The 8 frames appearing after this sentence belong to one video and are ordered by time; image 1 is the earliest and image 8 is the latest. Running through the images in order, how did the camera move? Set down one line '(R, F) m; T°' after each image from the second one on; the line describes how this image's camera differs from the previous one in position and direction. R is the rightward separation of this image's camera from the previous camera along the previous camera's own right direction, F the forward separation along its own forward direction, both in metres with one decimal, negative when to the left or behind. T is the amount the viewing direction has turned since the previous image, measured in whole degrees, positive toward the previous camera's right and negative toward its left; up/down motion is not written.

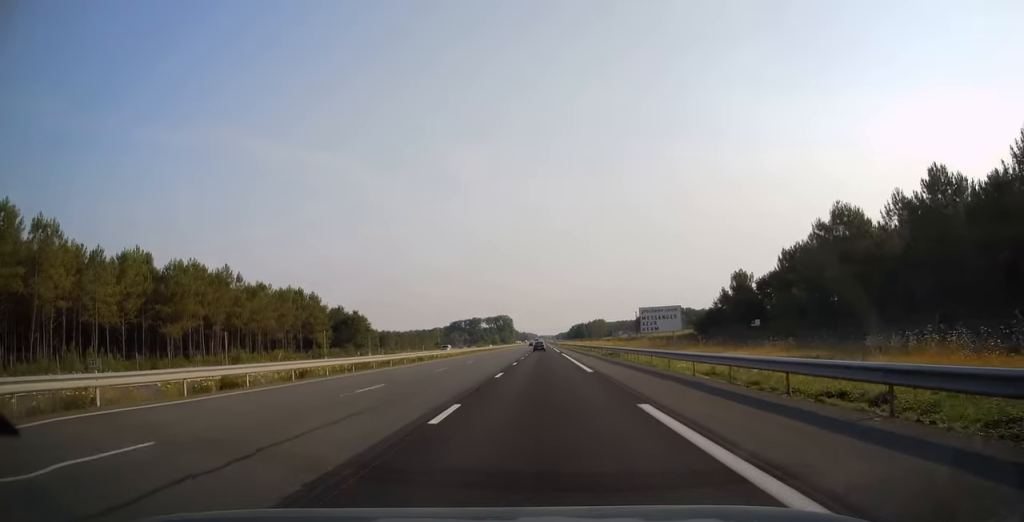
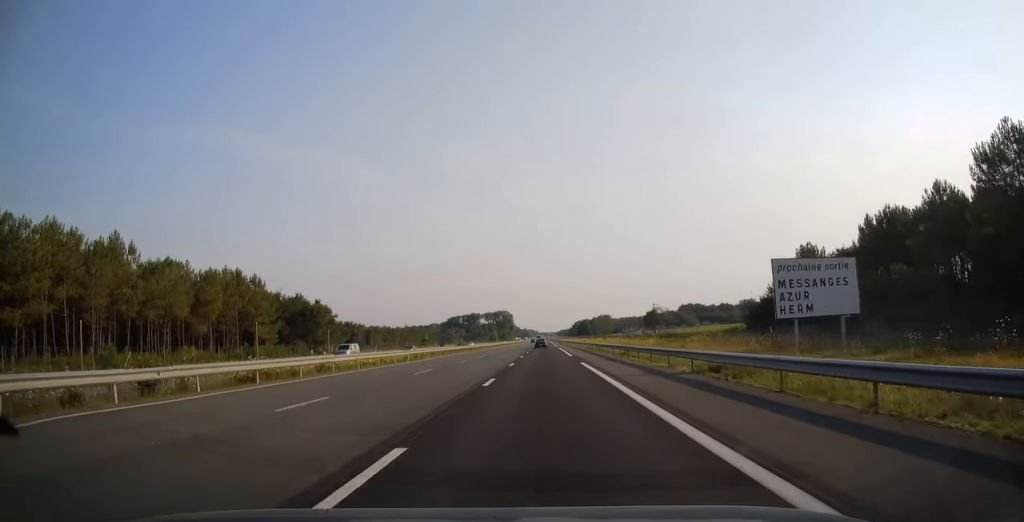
(0.0, +31.5) m; 0°
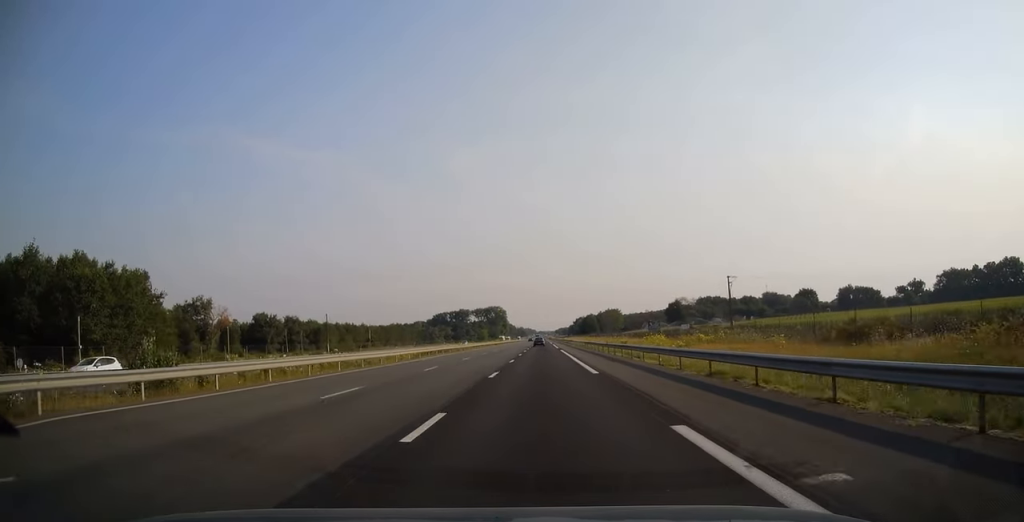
(+0.2, +74.8) m; 0°
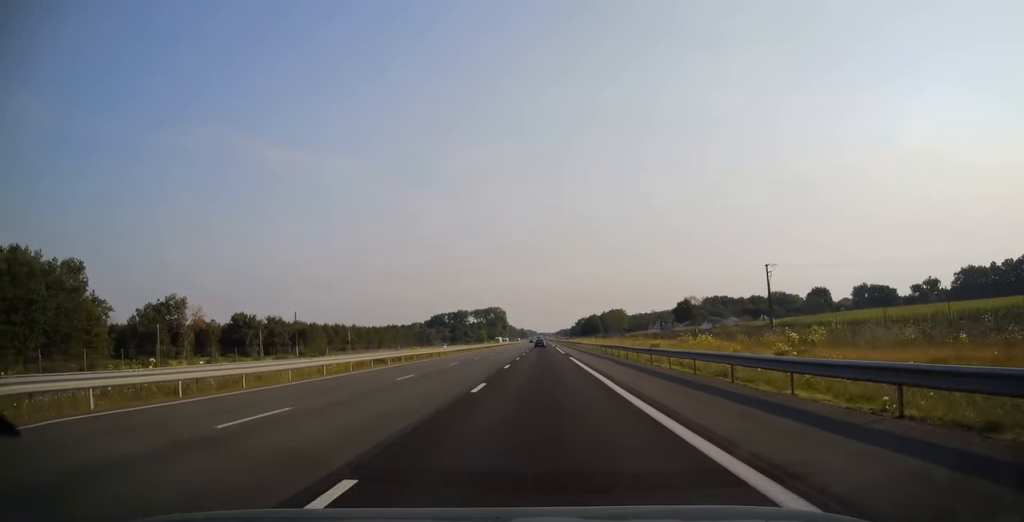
(0.0, +18.2) m; 0°
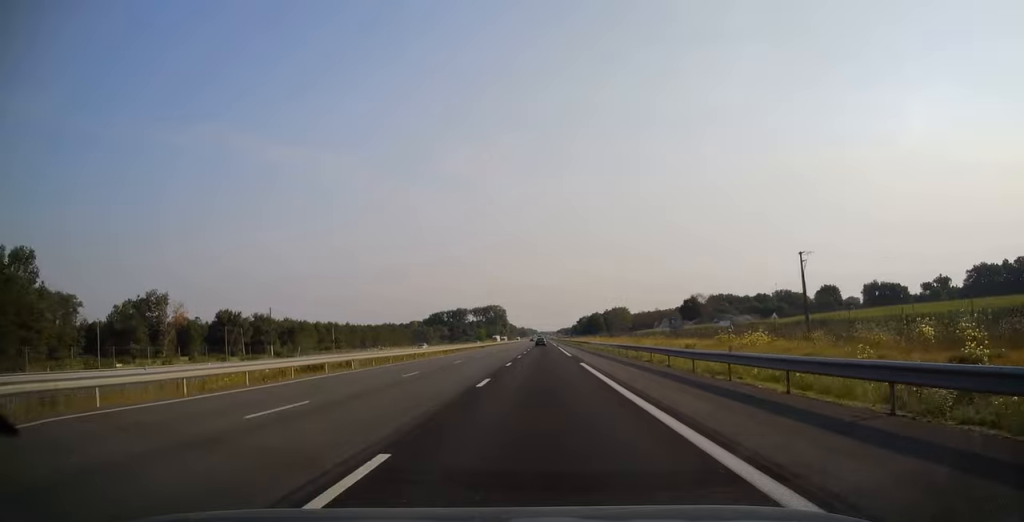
(0.0, +11.7) m; 0°
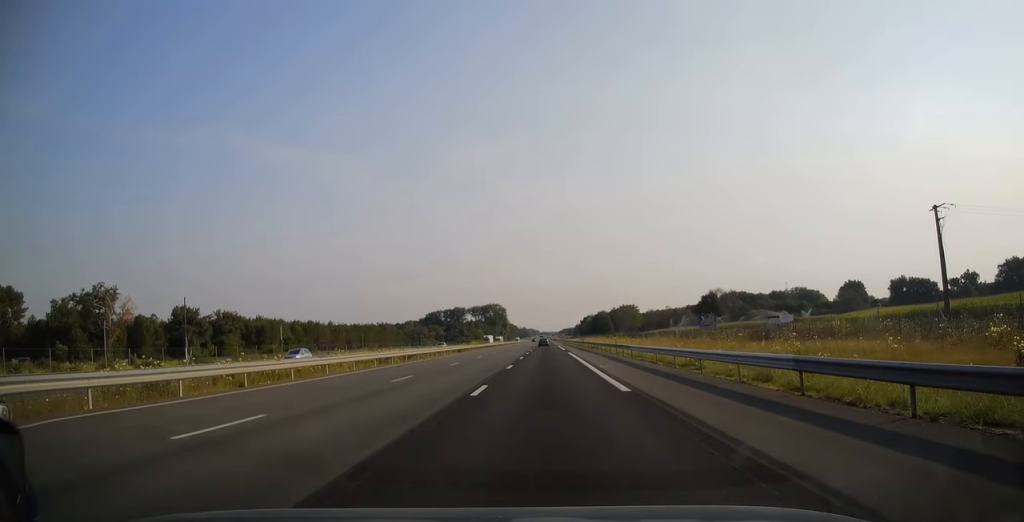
(-0.1, +28.4) m; 0°
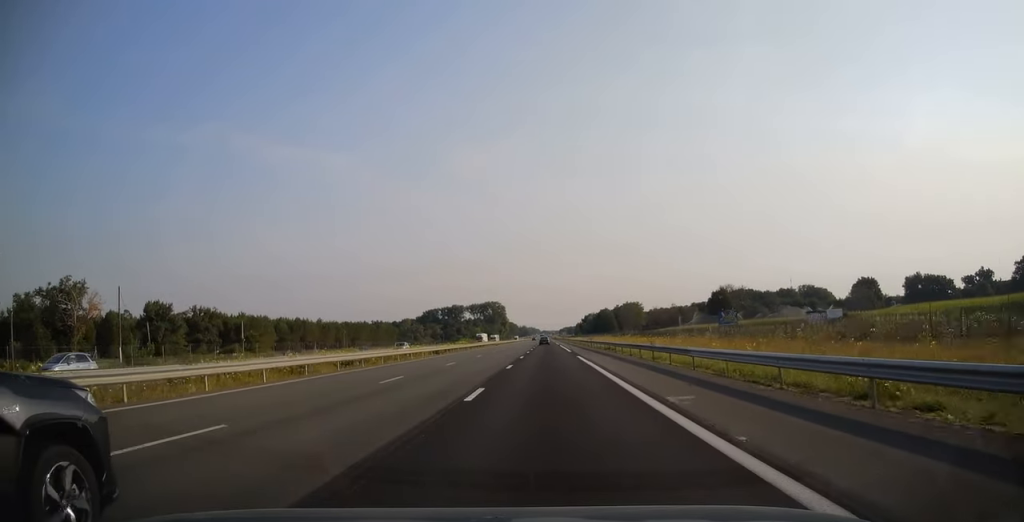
(0.0, +14.7) m; 0°
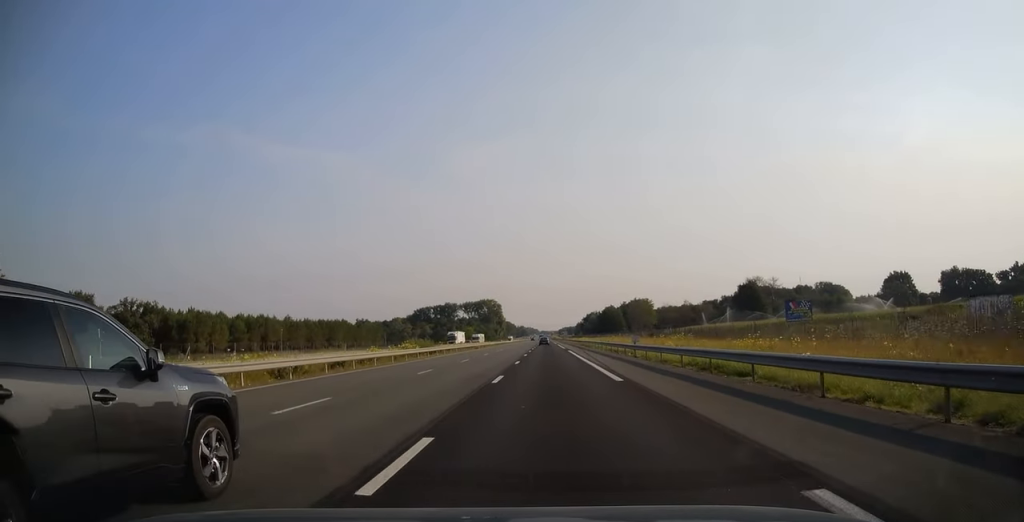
(0.0, +33.9) m; 0°
